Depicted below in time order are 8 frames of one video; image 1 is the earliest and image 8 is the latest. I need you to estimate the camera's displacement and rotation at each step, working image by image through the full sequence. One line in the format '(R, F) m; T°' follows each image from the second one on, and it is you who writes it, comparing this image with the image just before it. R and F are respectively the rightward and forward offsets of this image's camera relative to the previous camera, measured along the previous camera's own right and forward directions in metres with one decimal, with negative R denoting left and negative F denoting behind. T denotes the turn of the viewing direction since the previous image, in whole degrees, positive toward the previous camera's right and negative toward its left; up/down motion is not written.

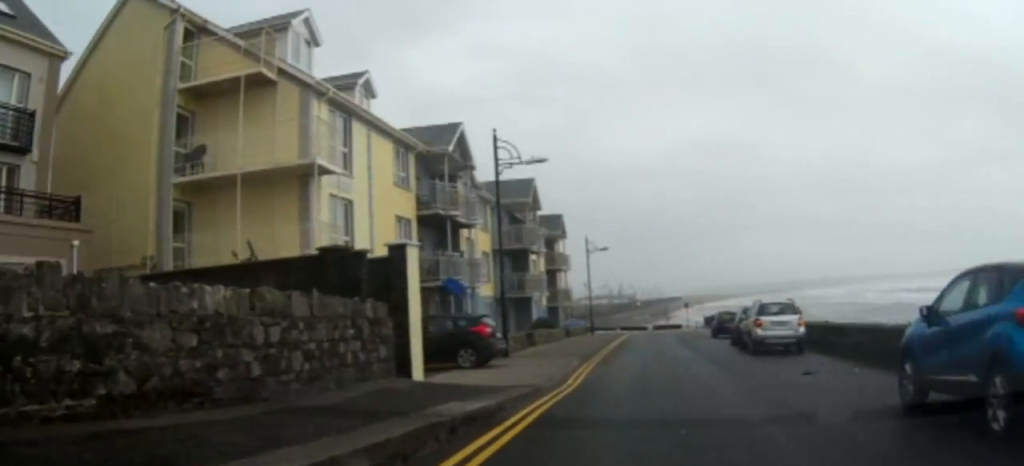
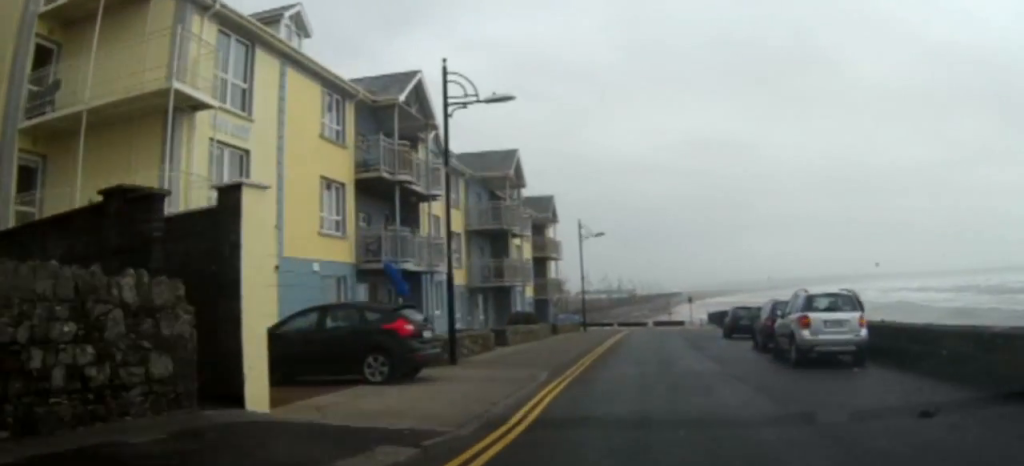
(+0.1, +6.5) m; +1°
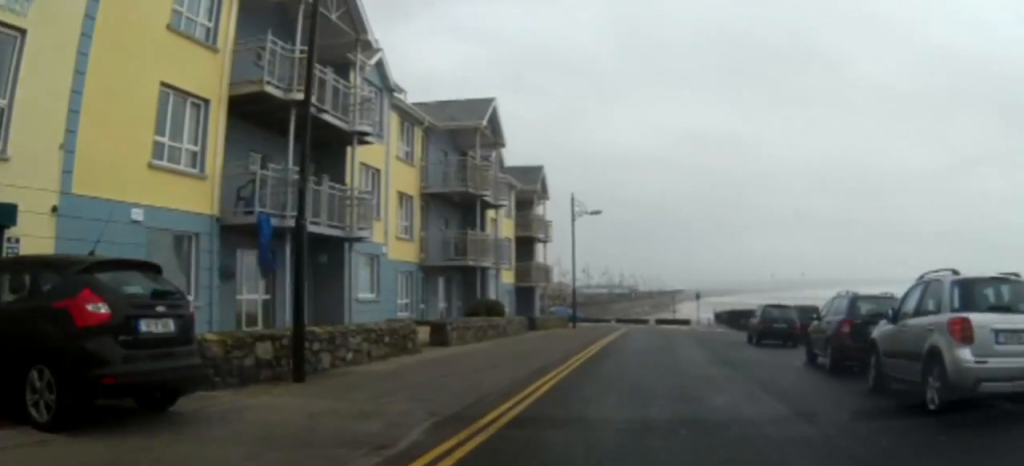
(0.0, +7.6) m; 0°
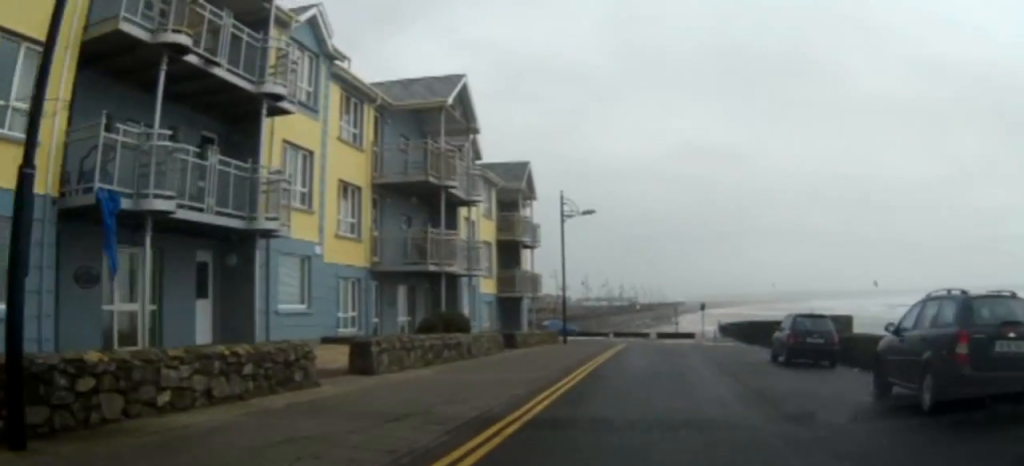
(0.0, +5.1) m; 0°
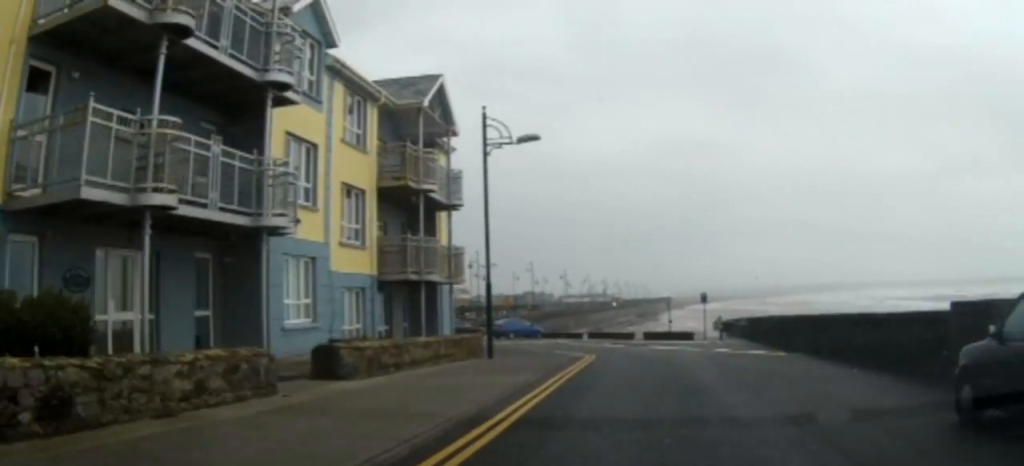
(+0.1, +14.6) m; +1°
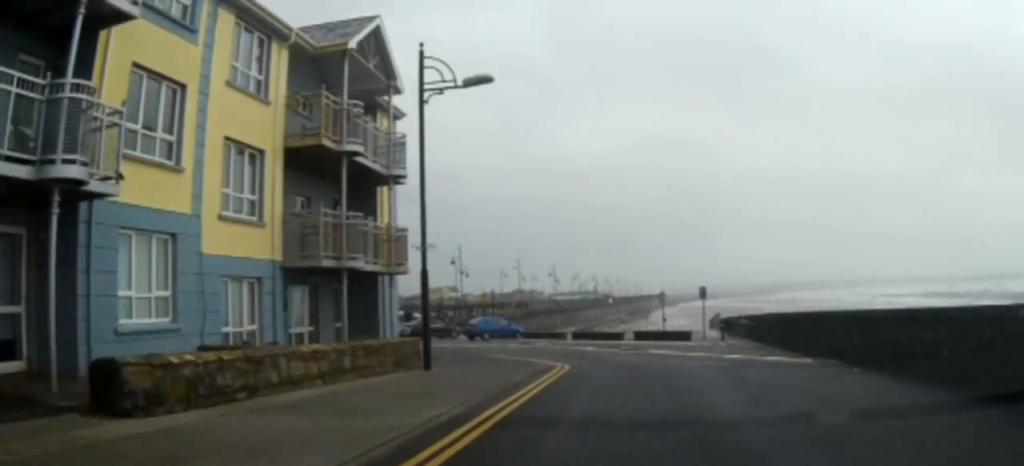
(+0.1, +5.9) m; 0°
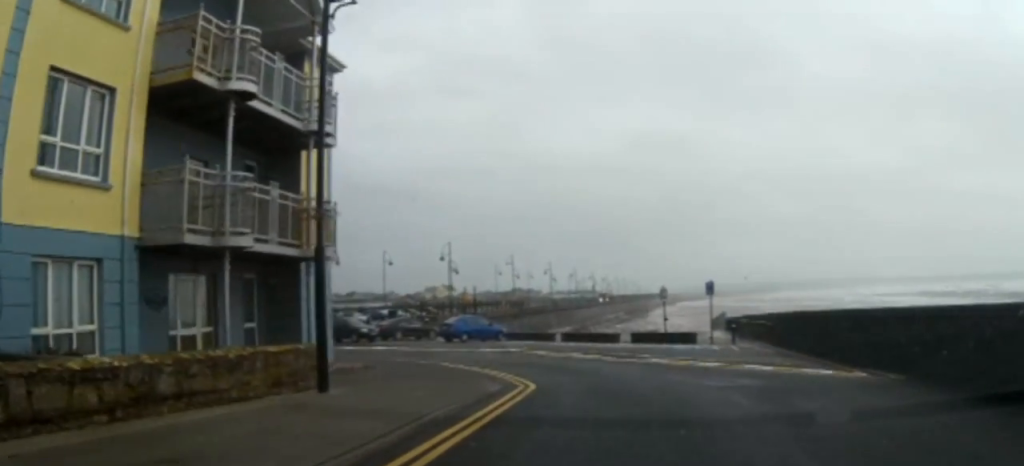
(0.0, +5.7) m; -1°
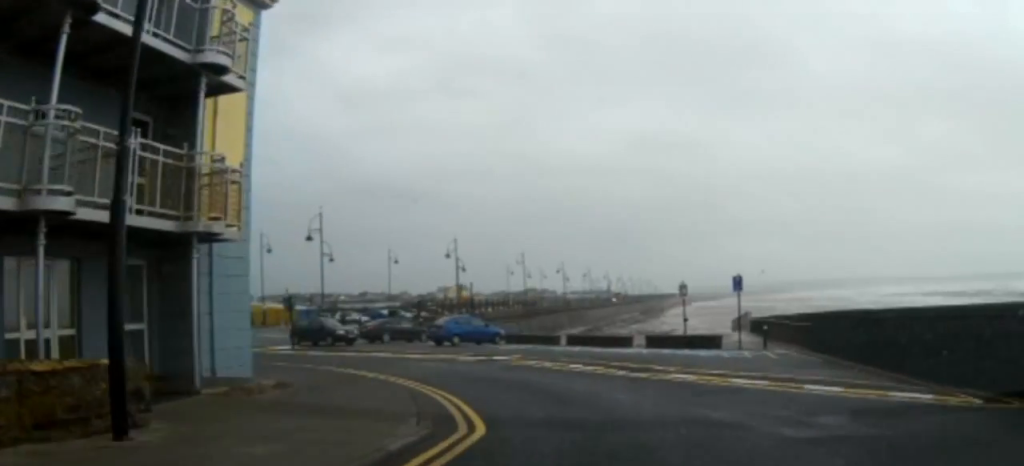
(-0.1, +5.7) m; -1°
